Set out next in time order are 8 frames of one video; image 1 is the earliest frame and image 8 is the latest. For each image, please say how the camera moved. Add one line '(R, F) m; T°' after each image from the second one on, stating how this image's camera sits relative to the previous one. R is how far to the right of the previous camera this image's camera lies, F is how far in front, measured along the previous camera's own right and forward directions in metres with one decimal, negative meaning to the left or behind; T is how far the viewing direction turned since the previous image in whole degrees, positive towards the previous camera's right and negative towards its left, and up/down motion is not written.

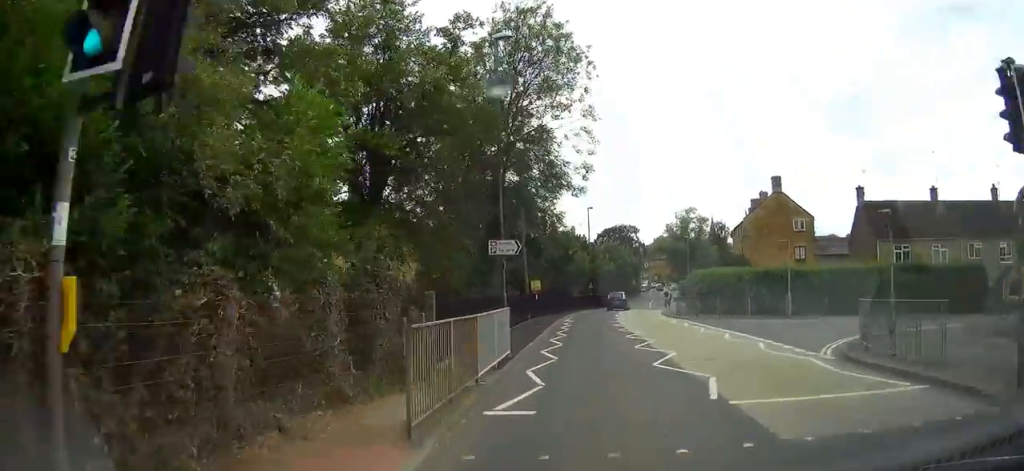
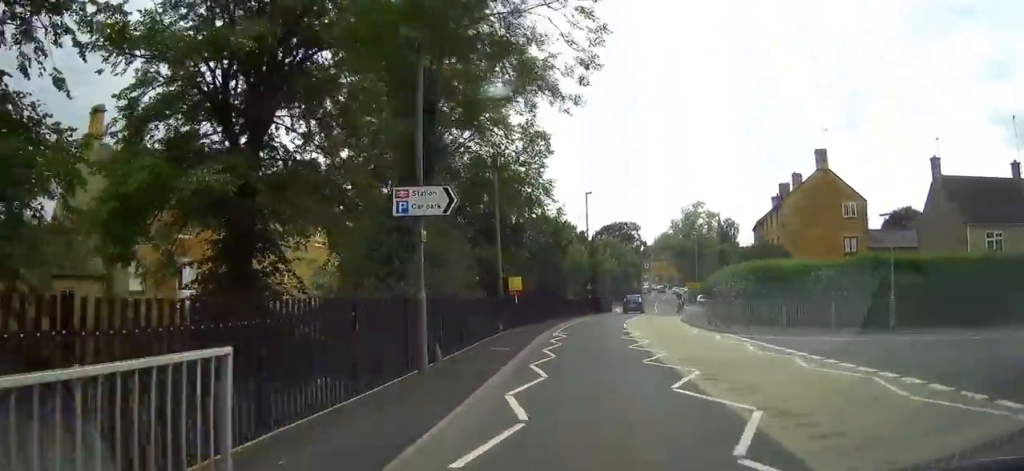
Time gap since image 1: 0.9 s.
(+0.1, +11.5) m; 0°
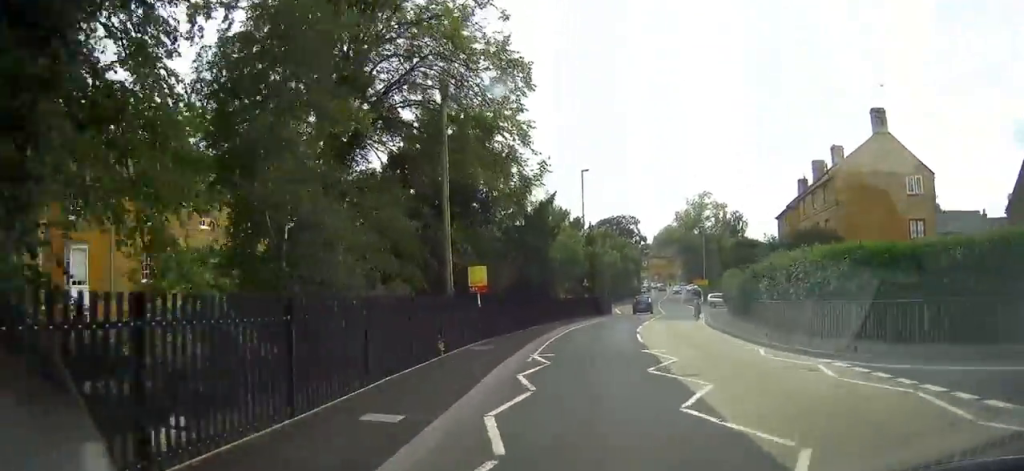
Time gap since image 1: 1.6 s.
(0.0, +10.0) m; +1°
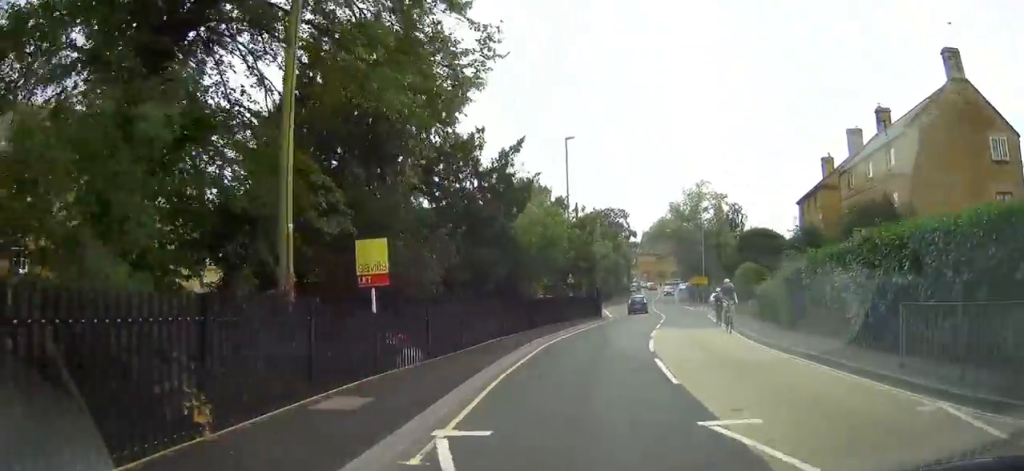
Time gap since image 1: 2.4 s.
(+0.1, +9.5) m; +1°
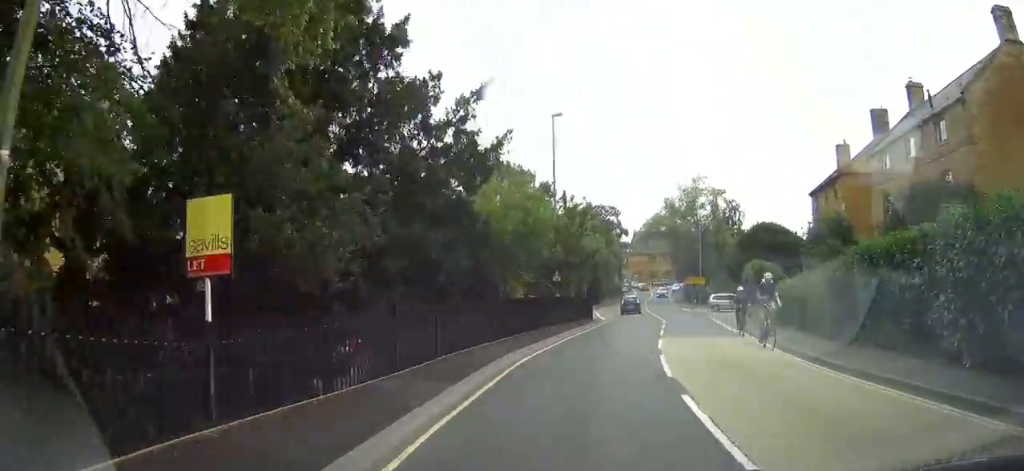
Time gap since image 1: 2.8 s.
(0.0, +5.2) m; +1°
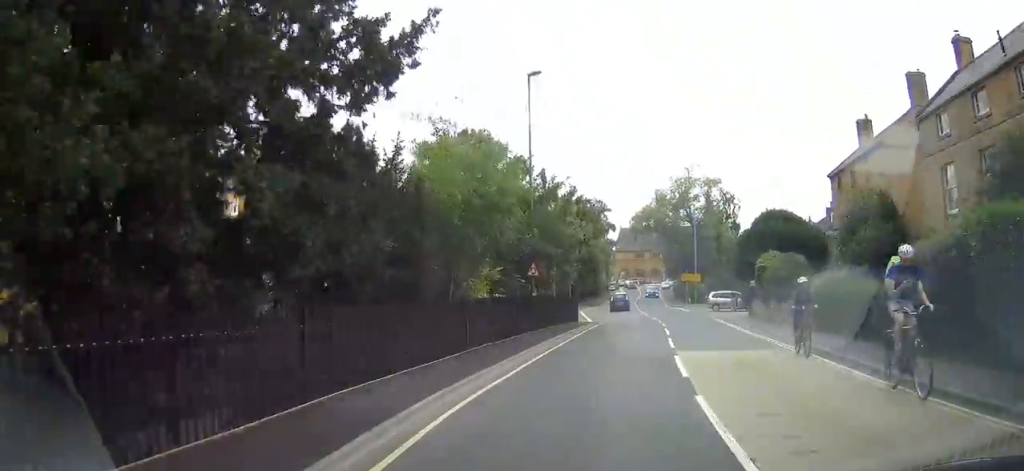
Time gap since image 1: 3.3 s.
(+0.1, +6.4) m; +1°
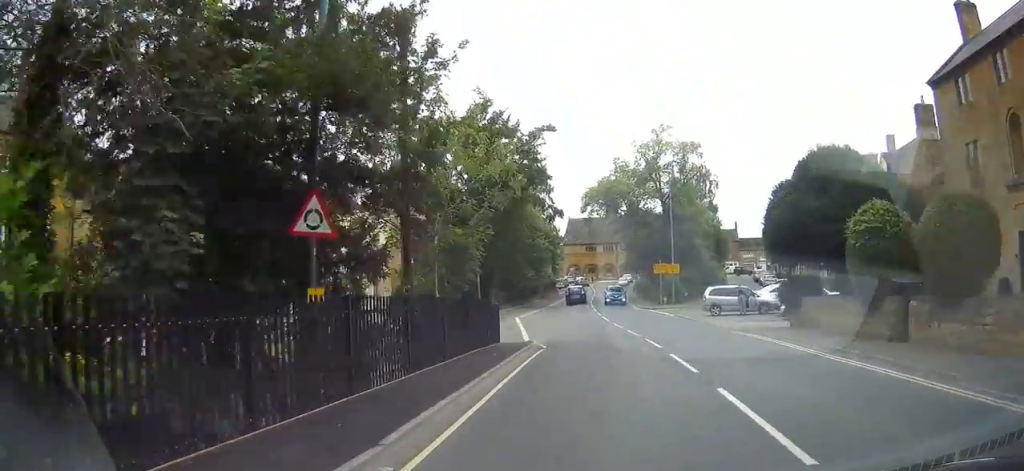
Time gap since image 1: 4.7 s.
(+0.6, +17.9) m; +4°
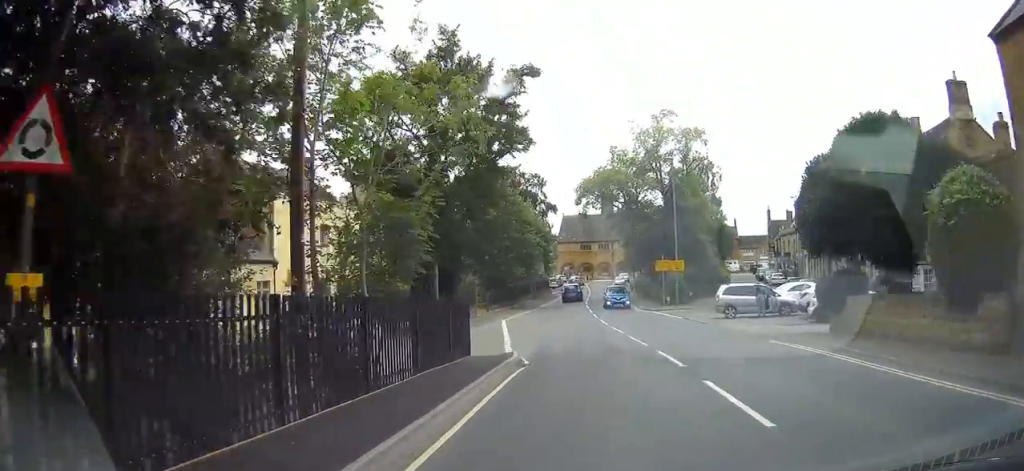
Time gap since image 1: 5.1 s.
(0.0, +5.0) m; +1°
